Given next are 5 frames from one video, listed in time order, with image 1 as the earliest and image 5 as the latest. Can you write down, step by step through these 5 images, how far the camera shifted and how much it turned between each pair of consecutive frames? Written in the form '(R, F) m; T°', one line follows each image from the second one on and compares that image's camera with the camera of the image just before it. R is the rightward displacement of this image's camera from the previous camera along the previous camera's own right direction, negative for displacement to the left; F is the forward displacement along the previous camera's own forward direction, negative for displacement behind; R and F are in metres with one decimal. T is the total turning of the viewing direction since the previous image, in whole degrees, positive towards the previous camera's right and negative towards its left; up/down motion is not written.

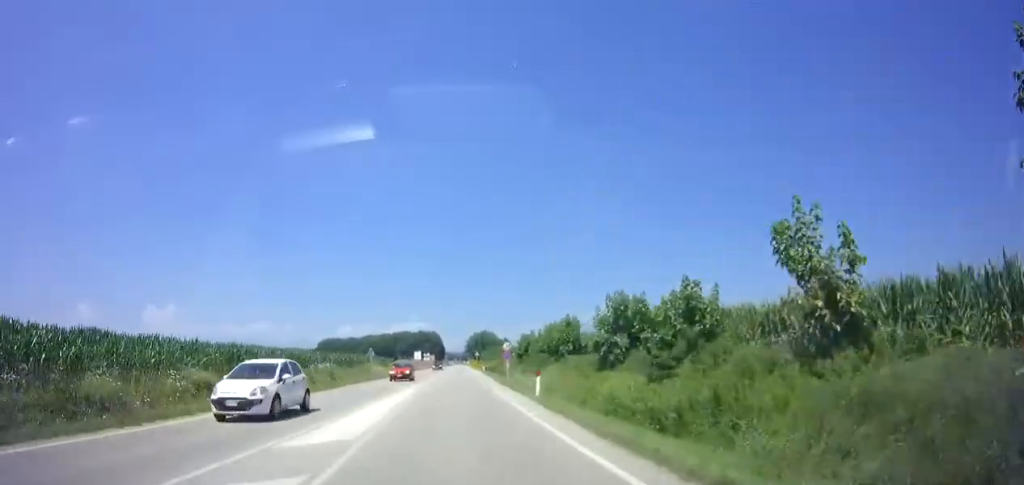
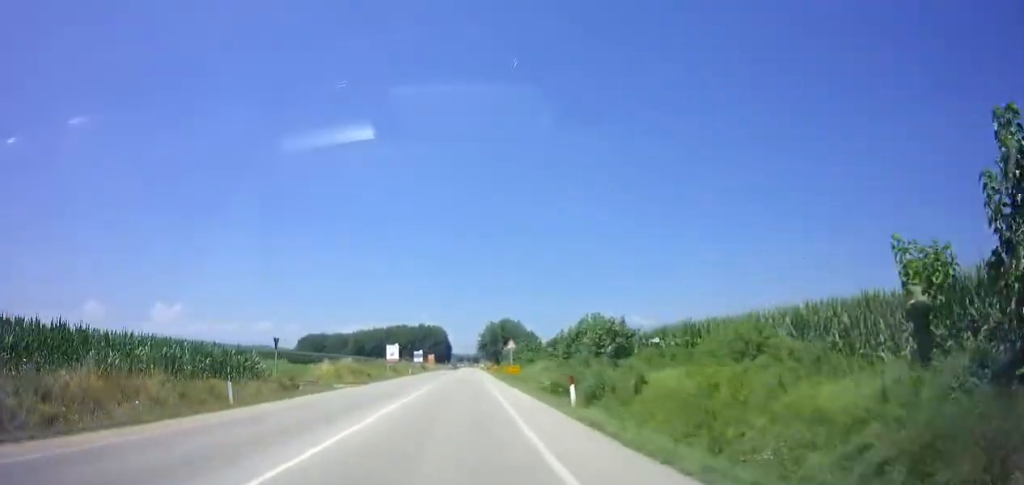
(-0.5, +54.2) m; -1°
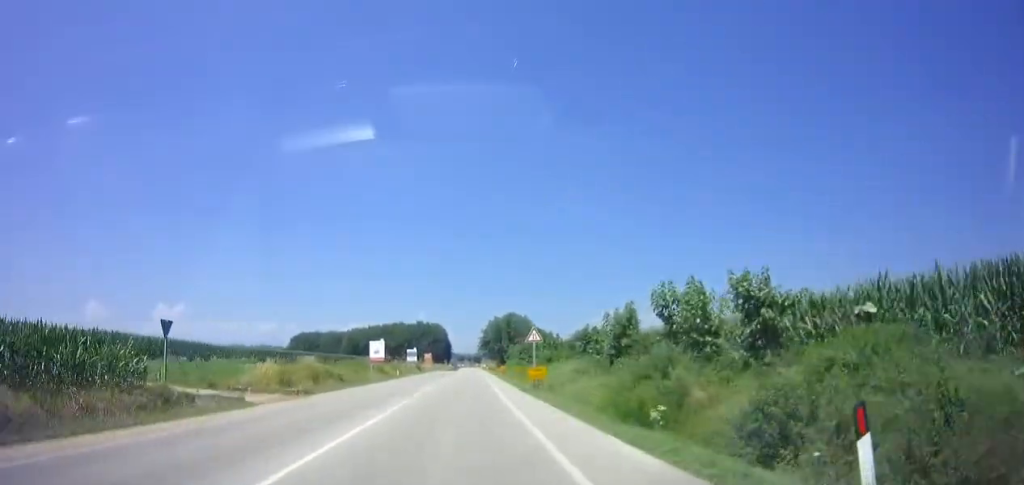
(0.0, +12.0) m; 0°
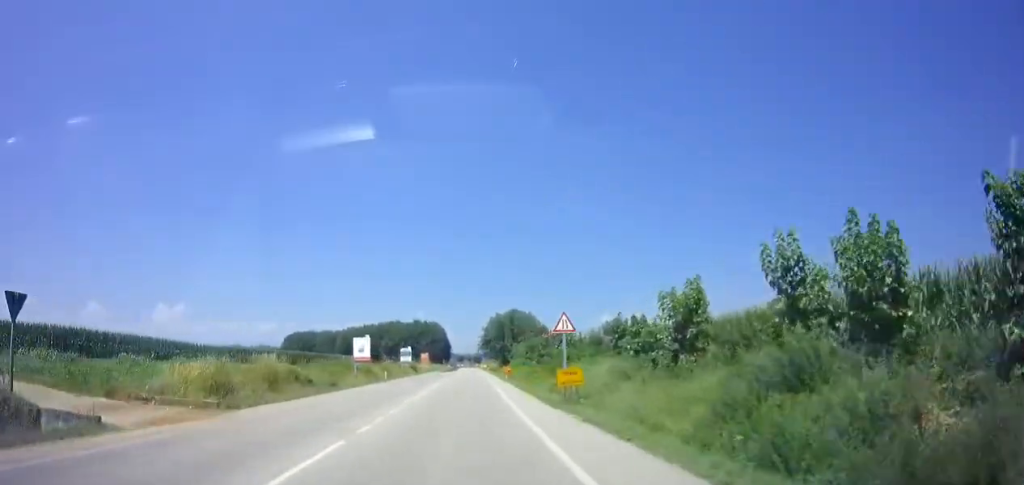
(0.0, +7.7) m; 0°
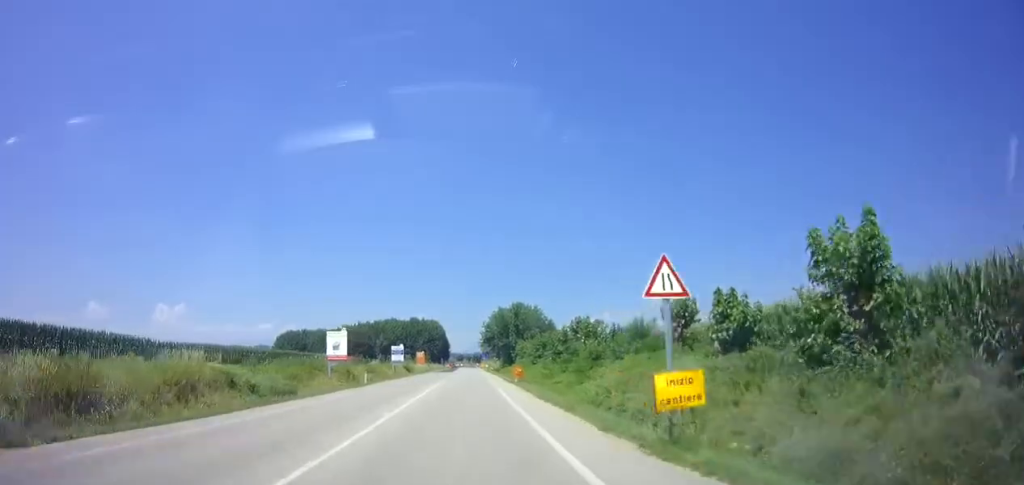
(0.0, +8.9) m; 0°
